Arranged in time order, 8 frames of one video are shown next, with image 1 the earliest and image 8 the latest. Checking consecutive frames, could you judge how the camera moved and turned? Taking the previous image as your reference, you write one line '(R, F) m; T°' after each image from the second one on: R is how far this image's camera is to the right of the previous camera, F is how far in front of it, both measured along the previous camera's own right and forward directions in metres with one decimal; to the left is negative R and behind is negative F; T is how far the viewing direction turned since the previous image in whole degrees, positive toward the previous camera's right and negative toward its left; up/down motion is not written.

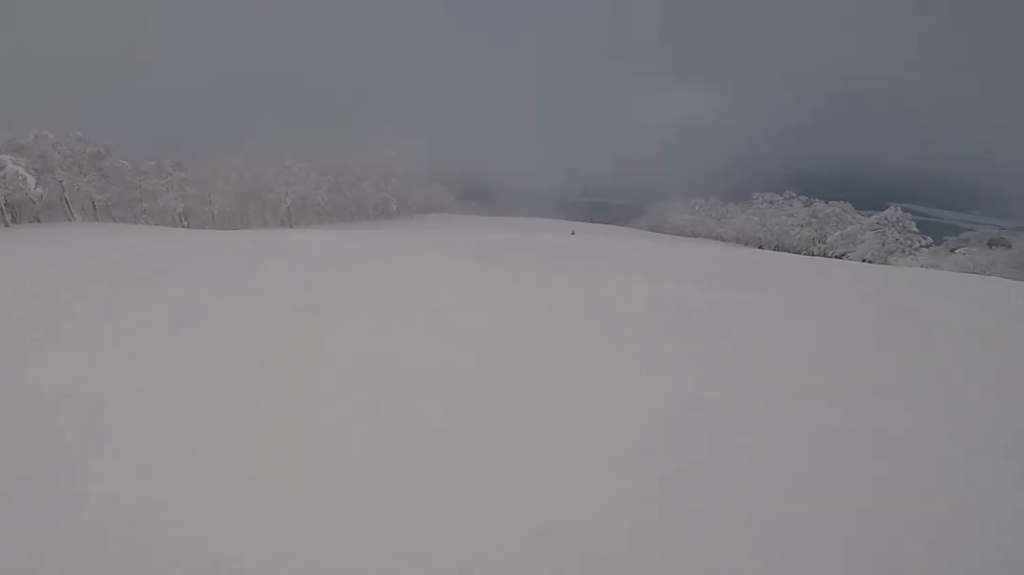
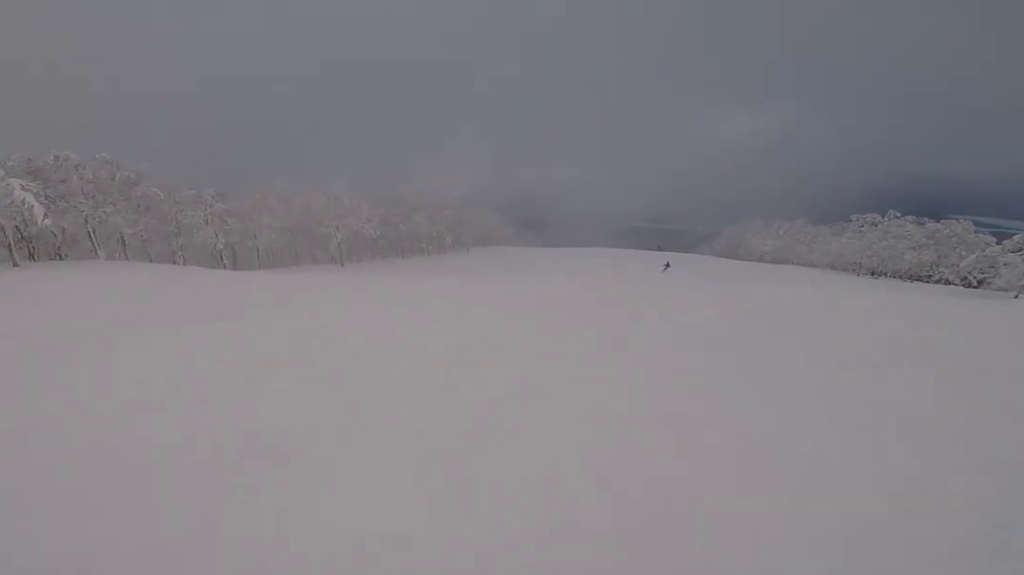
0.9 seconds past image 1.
(+0.1, +7.6) m; +7°
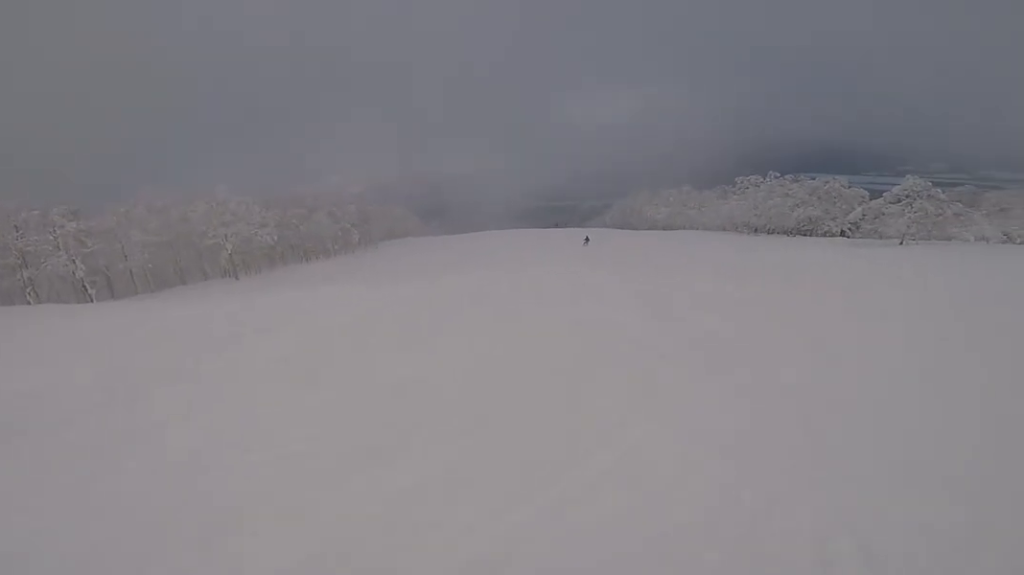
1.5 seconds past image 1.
(+0.5, +5.1) m; +10°
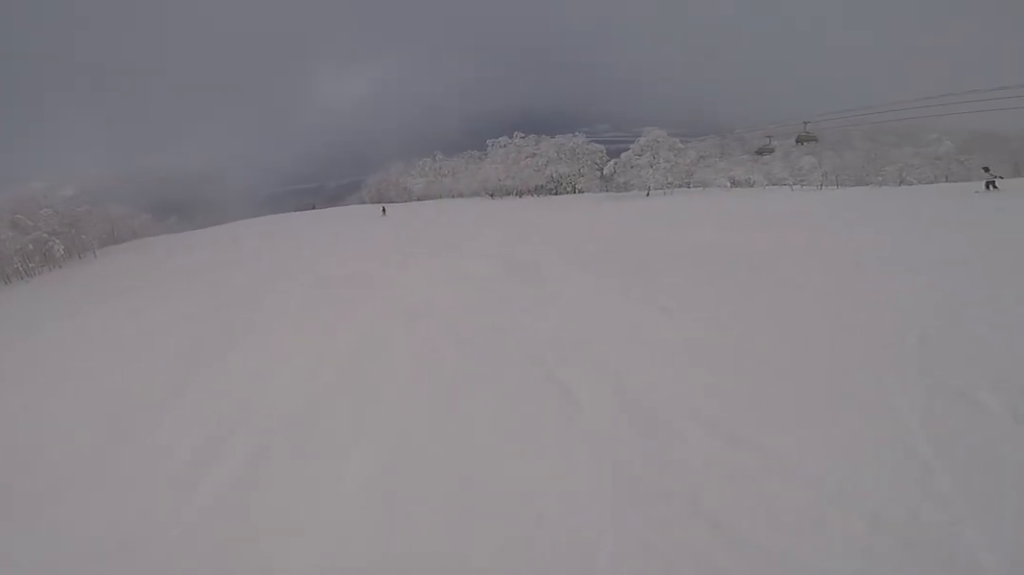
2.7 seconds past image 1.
(+1.9, +10.3) m; +22°
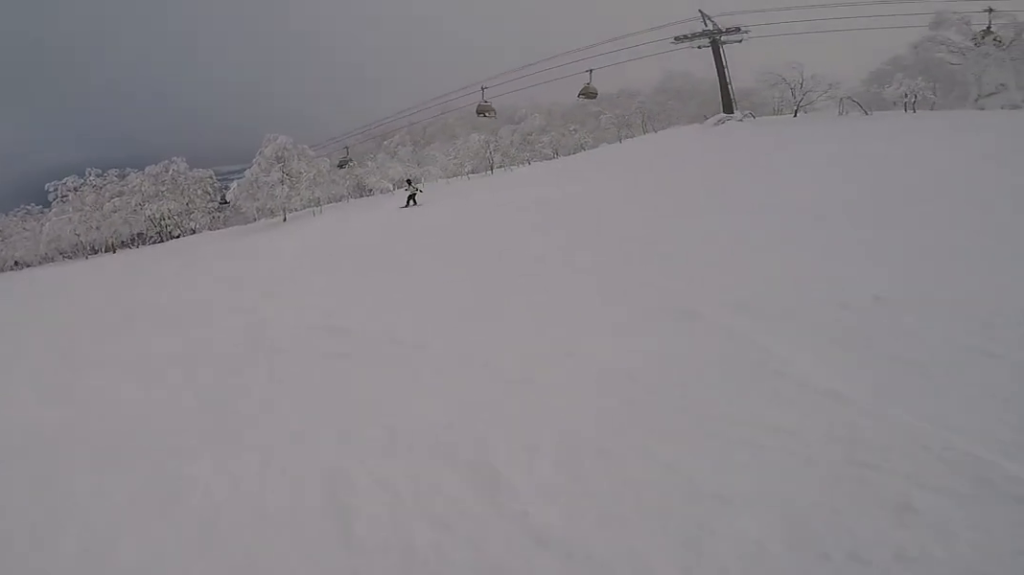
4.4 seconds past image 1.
(+4.9, +12.3) m; +43°
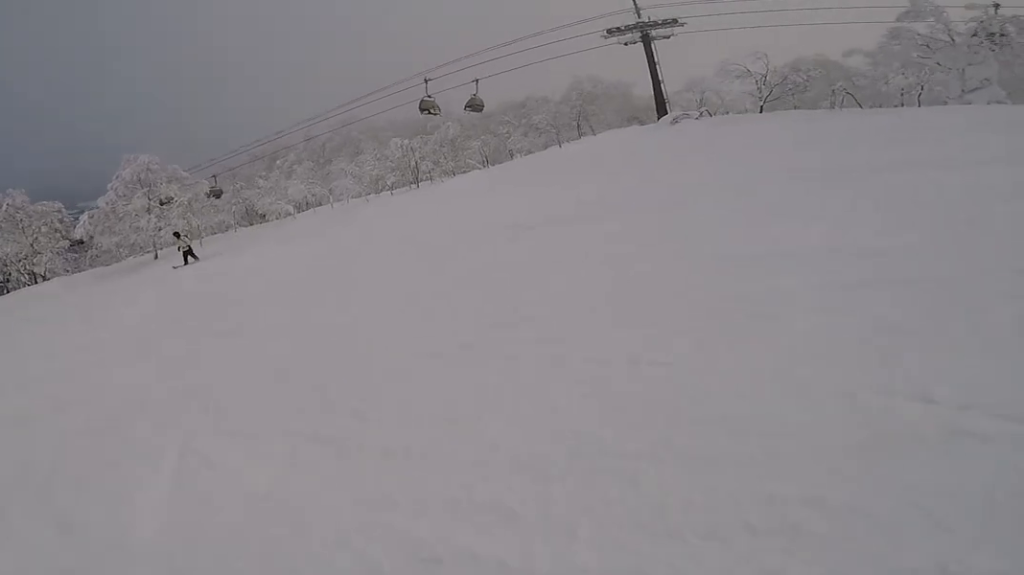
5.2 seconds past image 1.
(+0.9, +4.9) m; +13°
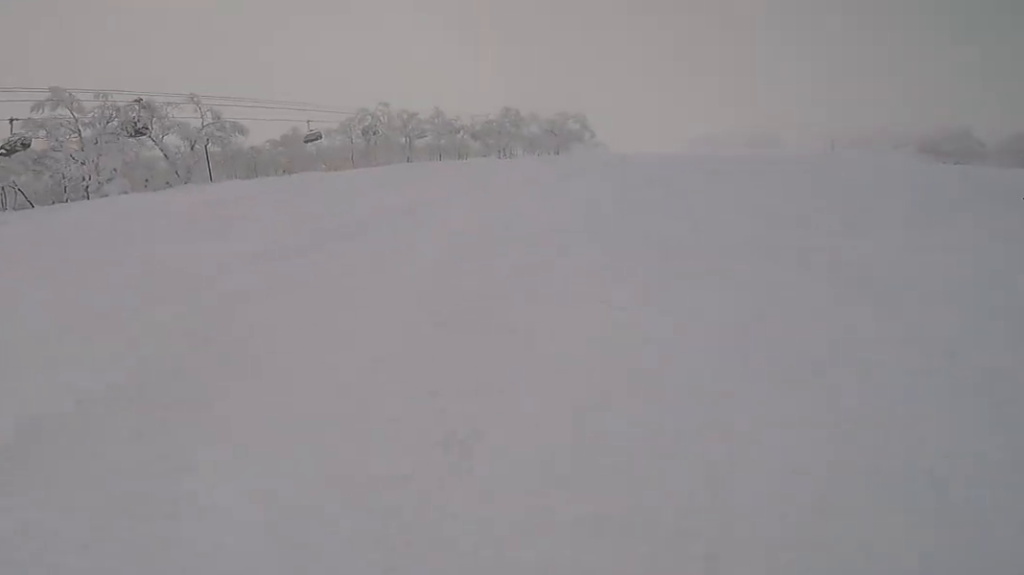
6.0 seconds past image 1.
(-0.3, +5.0) m; +13°
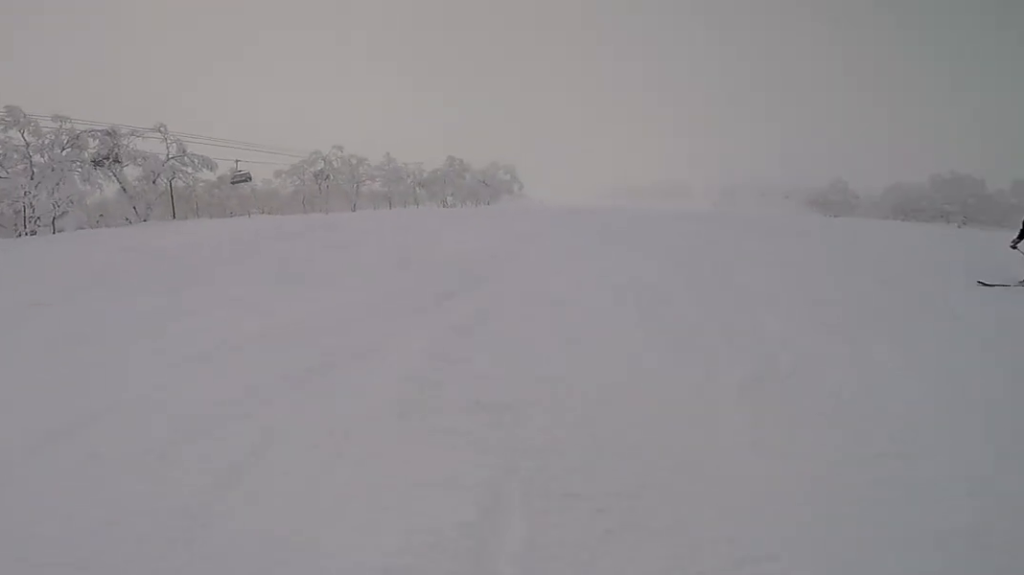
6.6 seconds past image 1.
(+0.9, +2.3) m; +18°
